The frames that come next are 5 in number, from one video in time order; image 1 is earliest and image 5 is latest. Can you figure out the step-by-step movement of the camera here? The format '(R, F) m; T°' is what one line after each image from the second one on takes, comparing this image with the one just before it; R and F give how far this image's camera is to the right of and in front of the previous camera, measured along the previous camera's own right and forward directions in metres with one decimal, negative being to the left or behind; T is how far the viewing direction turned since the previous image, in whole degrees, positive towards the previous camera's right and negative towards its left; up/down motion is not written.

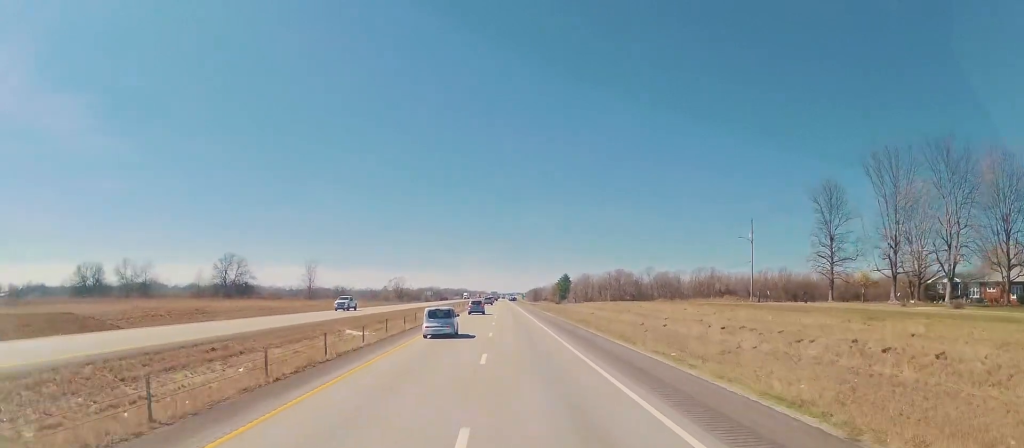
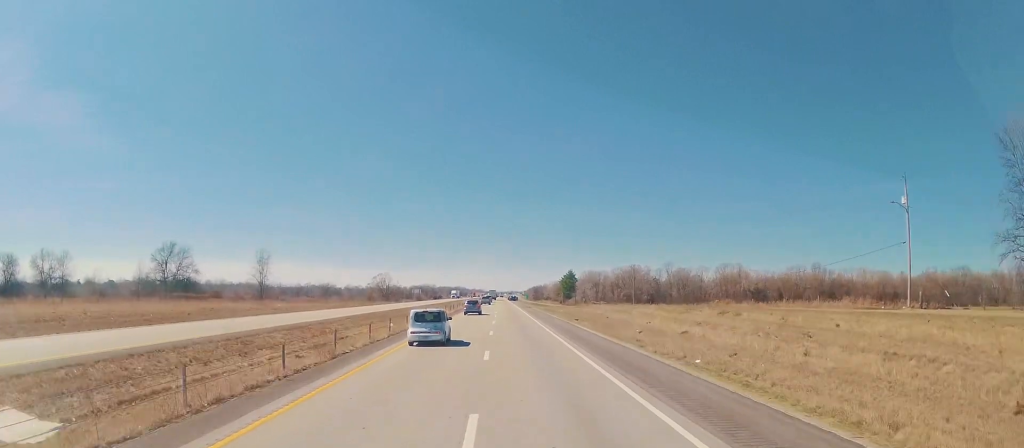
(-0.2, +33.4) m; -1°
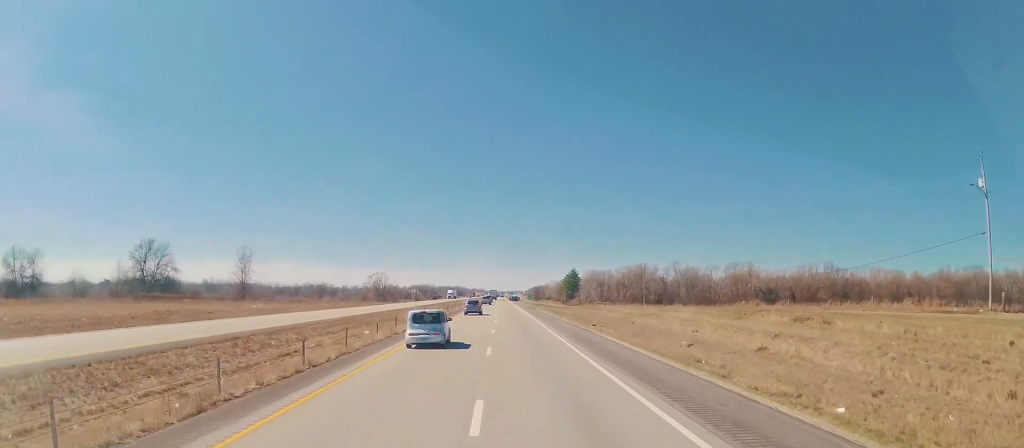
(-0.1, +10.7) m; 0°
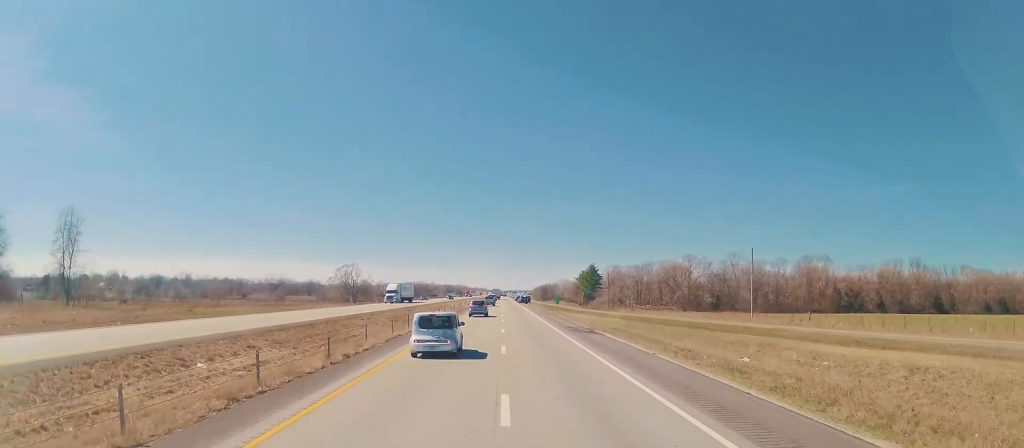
(+1.2, +59.2) m; +2°
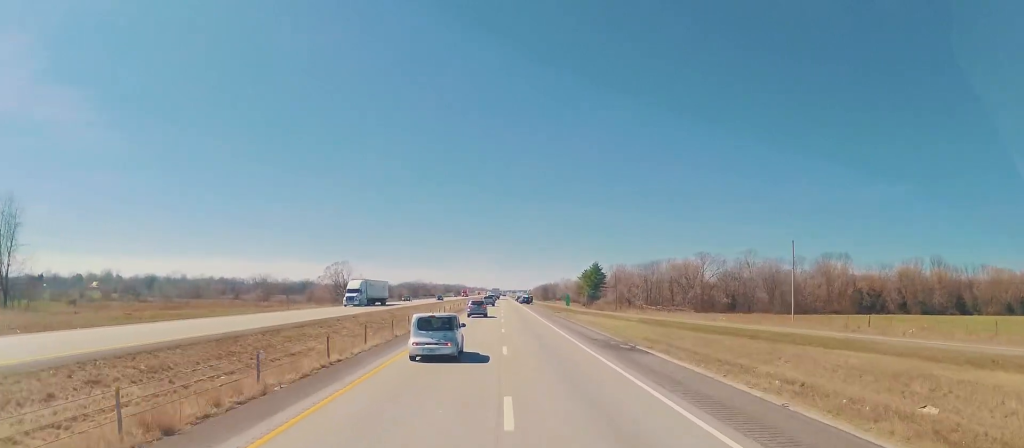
(0.0, +12.3) m; 0°
